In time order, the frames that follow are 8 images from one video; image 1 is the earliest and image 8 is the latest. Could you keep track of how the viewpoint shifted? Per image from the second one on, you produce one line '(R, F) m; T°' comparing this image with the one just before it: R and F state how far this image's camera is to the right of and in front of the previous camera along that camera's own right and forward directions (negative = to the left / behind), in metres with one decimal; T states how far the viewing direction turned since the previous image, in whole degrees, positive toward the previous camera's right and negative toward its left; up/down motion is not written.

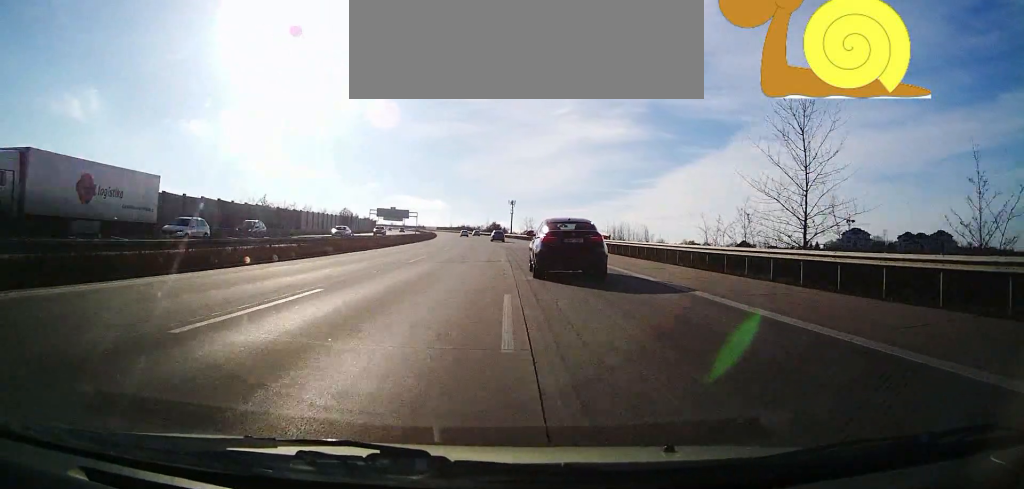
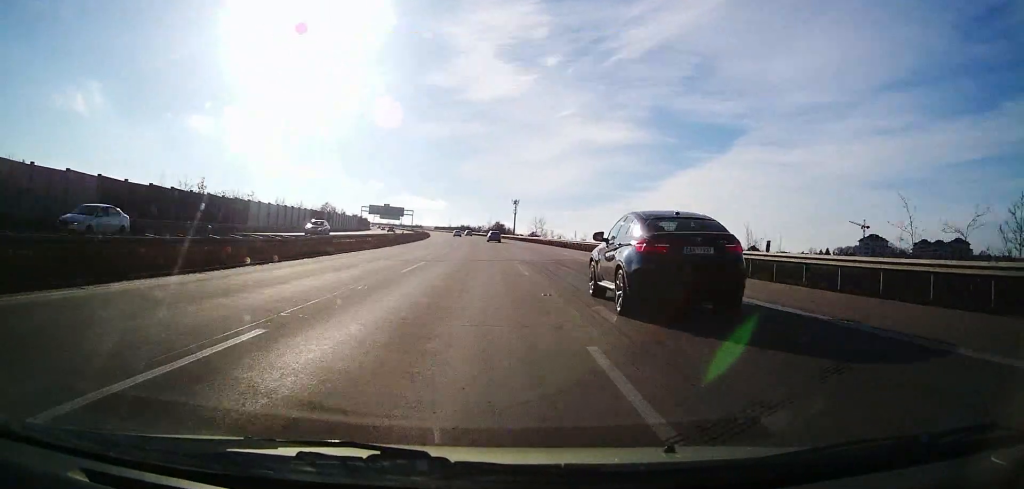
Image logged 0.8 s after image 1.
(-0.5, +23.4) m; -2°
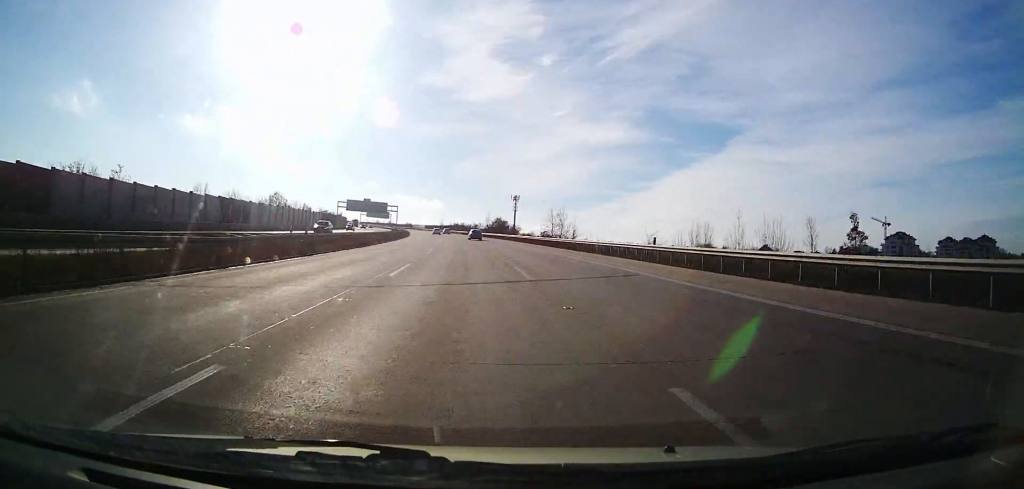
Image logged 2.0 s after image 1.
(-0.6, +37.8) m; -2°
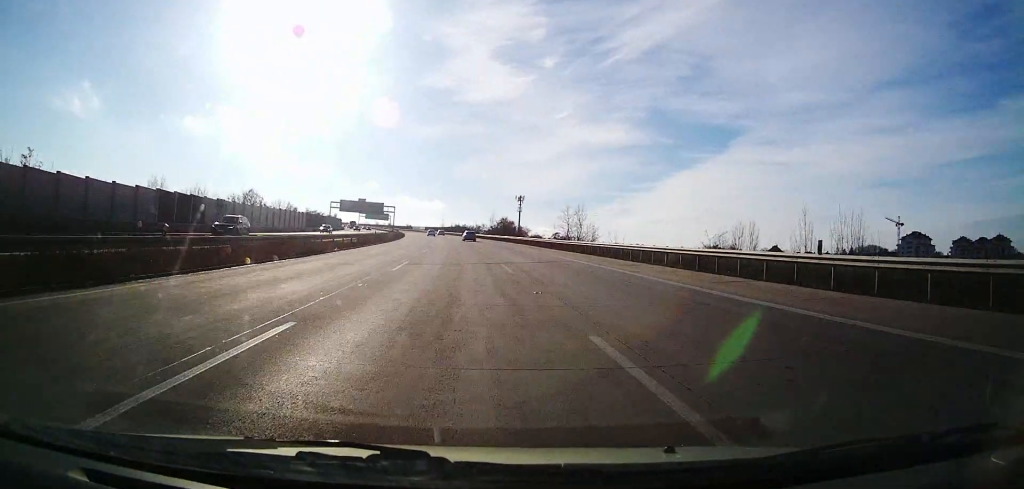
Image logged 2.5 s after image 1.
(-0.4, +15.4) m; 0°
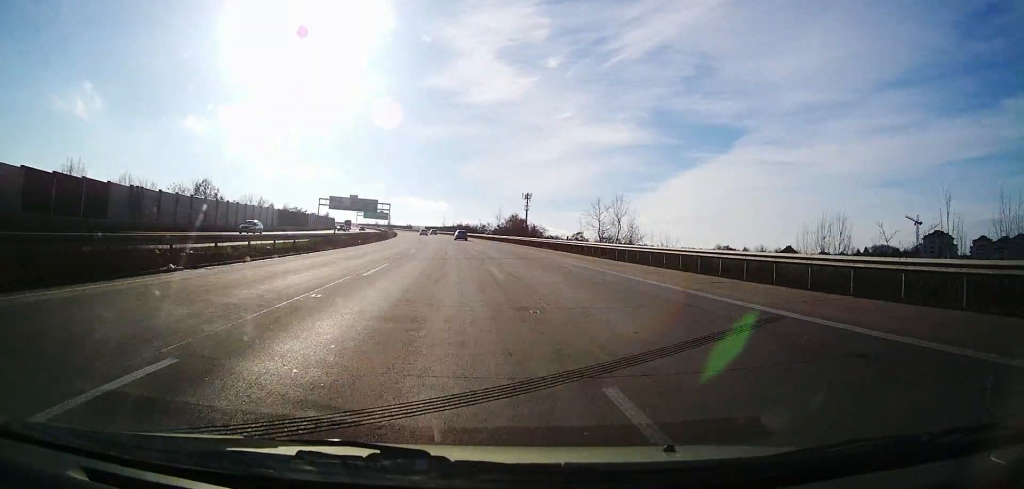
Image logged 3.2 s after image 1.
(+0.4, +20.5) m; 0°
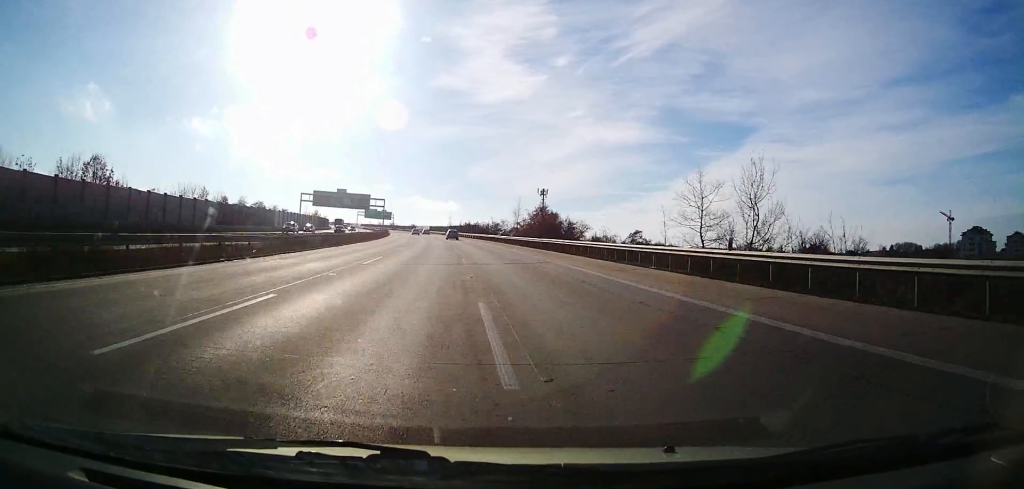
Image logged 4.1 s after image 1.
(0.0, +29.7) m; -1°
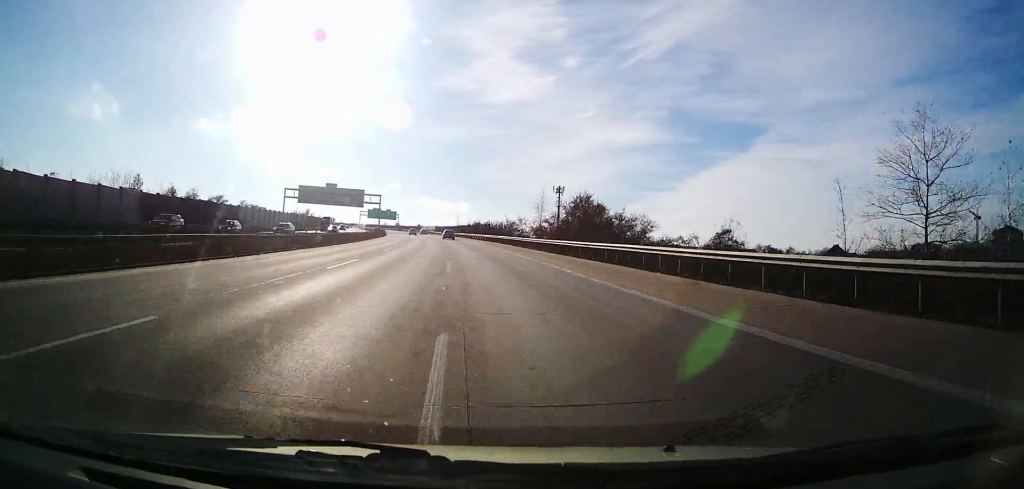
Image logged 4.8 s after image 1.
(-0.1, +21.5) m; -1°
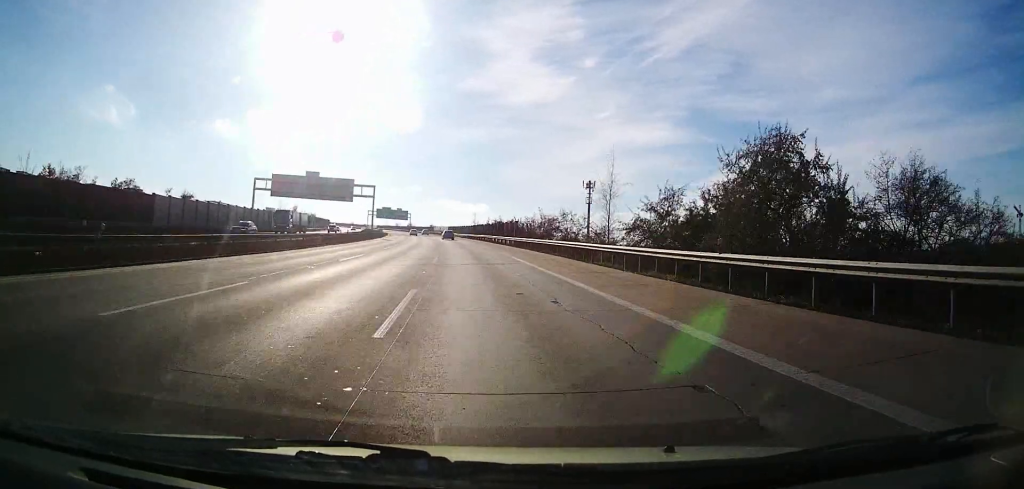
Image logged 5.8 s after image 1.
(-0.4, +29.8) m; -1°
